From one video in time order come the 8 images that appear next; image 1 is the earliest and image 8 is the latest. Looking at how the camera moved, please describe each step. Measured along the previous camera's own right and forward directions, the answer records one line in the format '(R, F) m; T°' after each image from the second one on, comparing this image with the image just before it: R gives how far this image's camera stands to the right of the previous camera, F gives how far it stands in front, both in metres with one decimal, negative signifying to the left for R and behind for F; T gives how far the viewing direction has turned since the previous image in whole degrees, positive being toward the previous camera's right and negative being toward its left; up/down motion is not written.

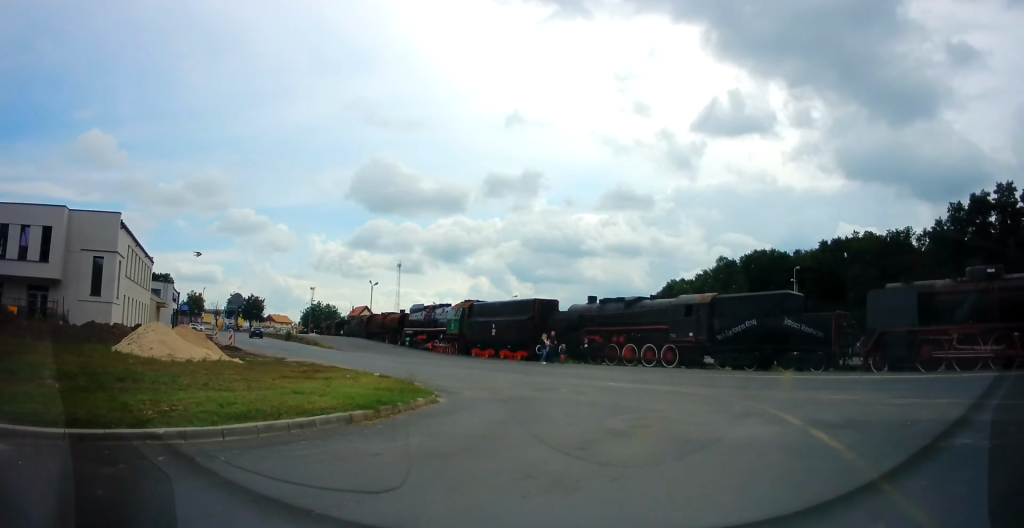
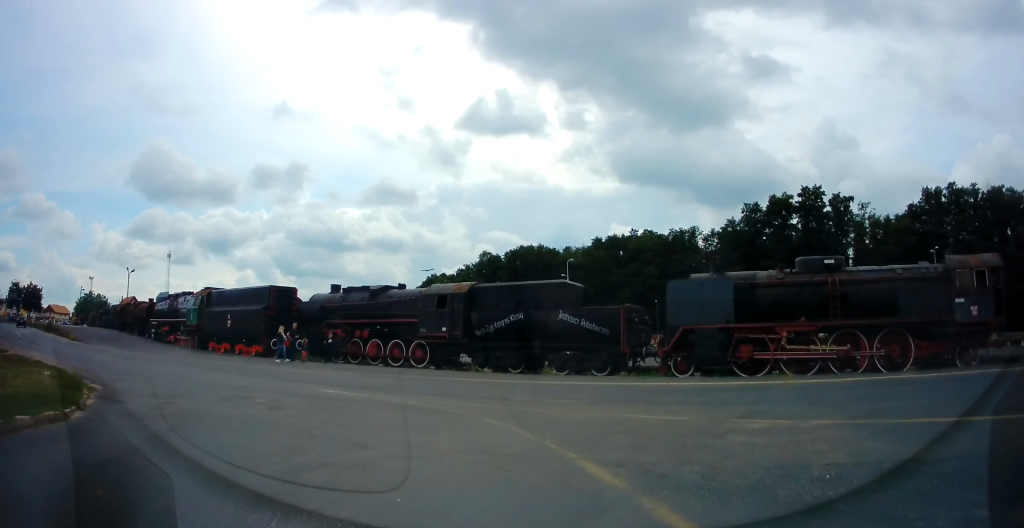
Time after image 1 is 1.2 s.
(+0.8, +4.5) m; +14°
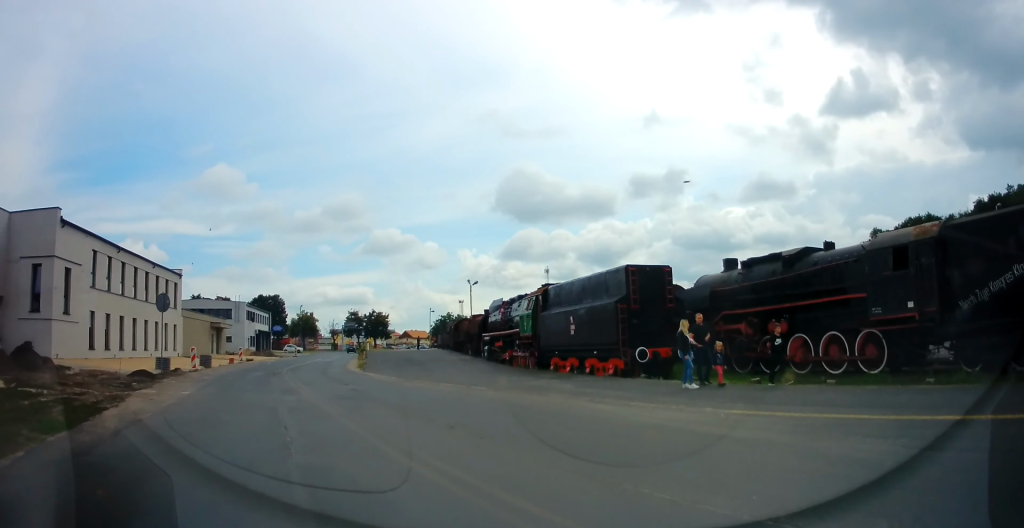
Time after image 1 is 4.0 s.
(-2.6, +11.1) m; -37°
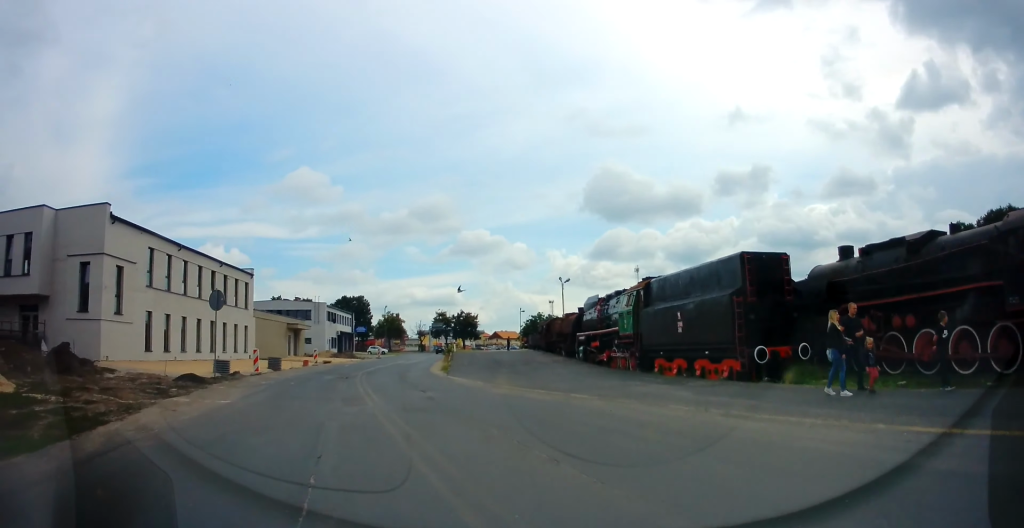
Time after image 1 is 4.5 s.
(-0.2, +2.6) m; -7°
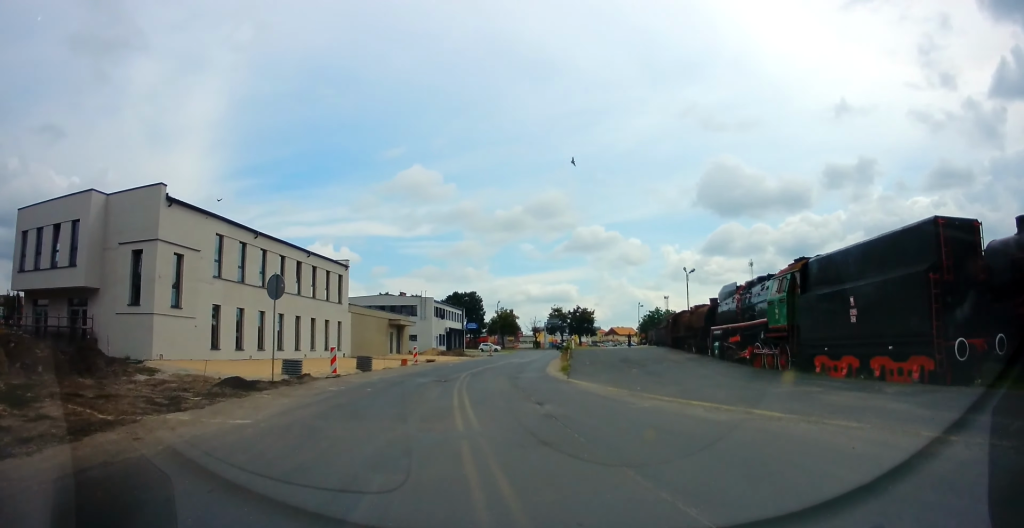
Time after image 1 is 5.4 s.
(-0.5, +4.5) m; -12°
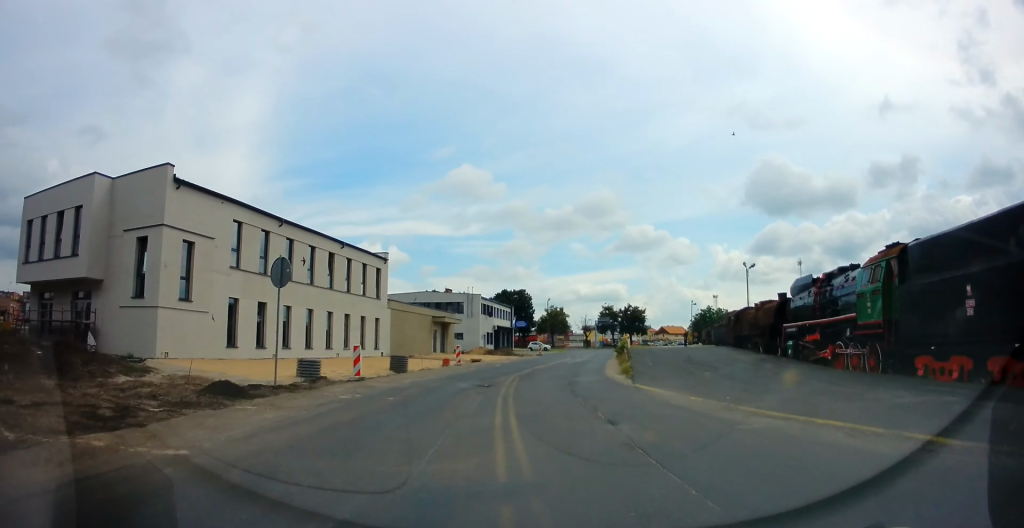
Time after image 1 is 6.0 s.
(-0.2, +3.3) m; -5°
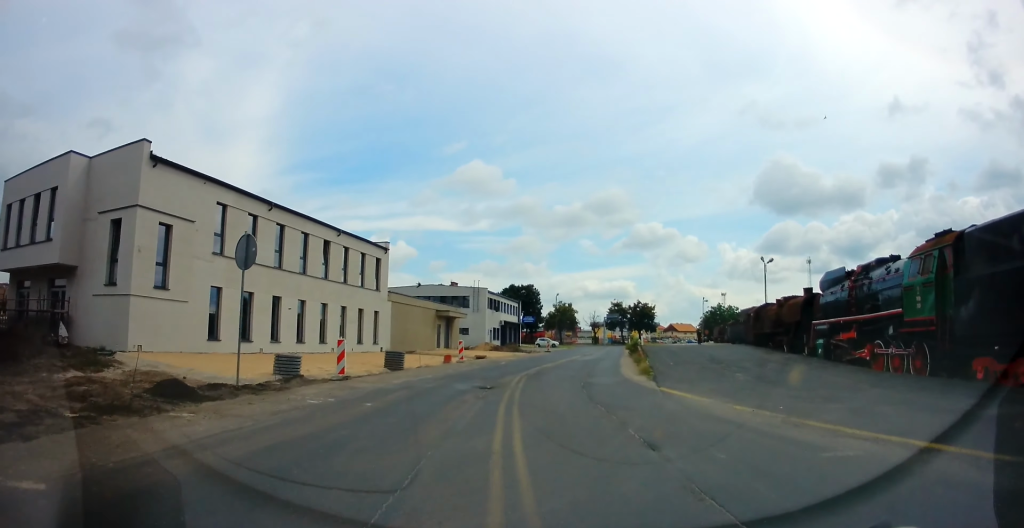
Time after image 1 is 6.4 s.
(-0.3, +2.4) m; 0°
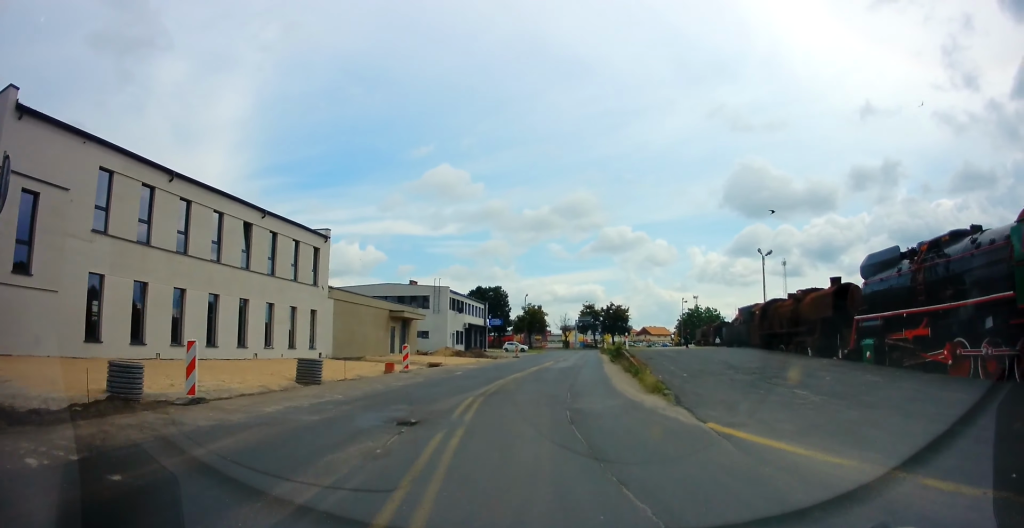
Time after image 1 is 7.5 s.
(+0.2, +6.2) m; +5°
